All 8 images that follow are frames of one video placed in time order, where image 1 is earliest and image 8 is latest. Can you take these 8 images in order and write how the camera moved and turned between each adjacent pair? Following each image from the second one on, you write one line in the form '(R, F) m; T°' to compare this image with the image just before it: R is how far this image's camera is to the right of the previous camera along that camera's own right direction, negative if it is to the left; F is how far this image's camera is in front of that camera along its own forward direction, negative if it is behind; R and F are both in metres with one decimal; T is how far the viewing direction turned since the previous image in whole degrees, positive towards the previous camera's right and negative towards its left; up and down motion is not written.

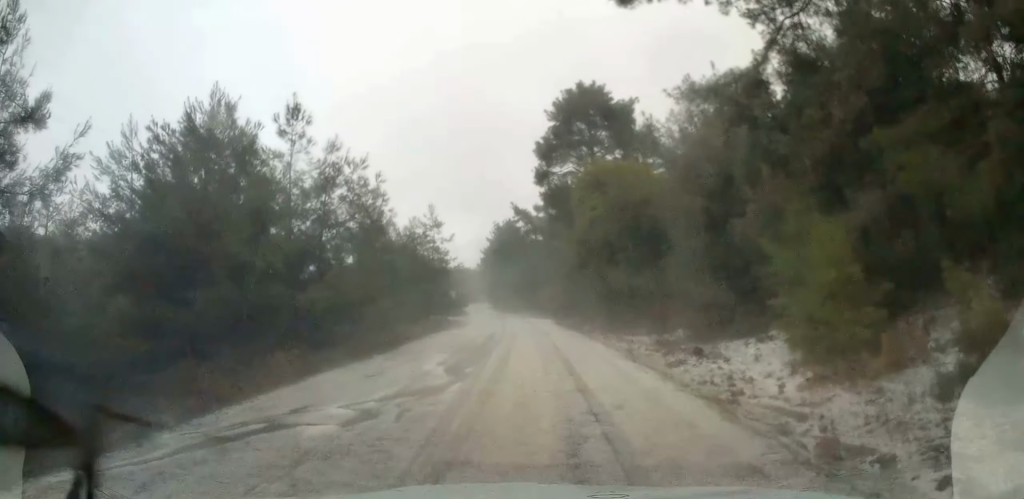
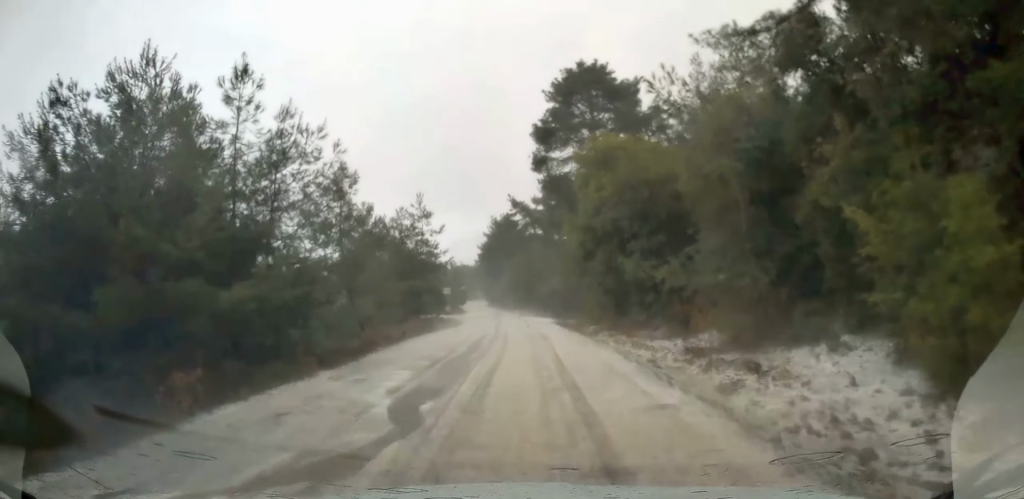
(-0.2, +4.1) m; -1°
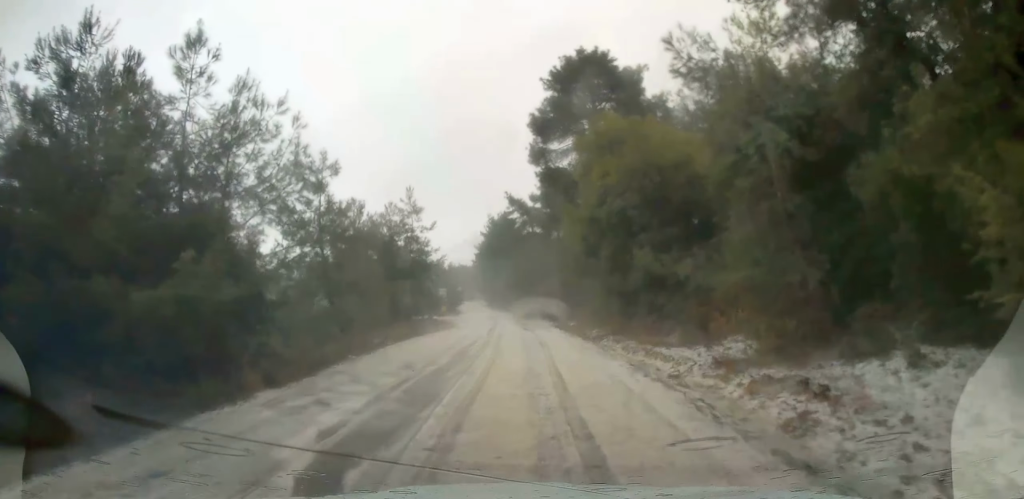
(+0.1, +2.9) m; +3°
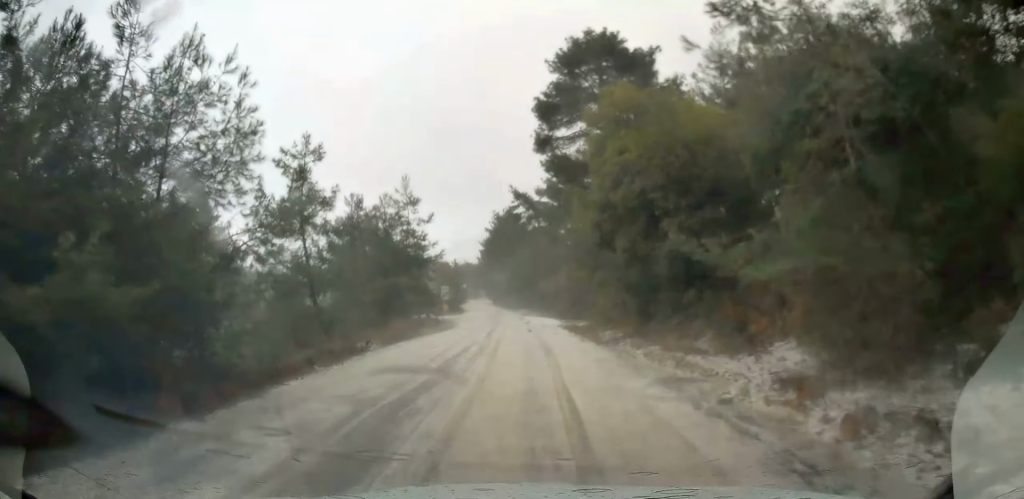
(+0.1, +3.2) m; 0°
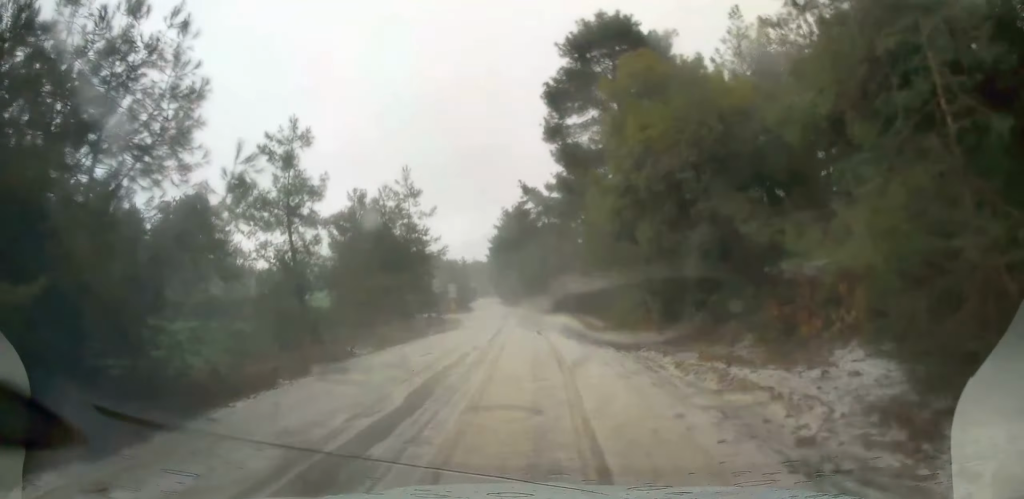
(0.0, +2.7) m; -2°
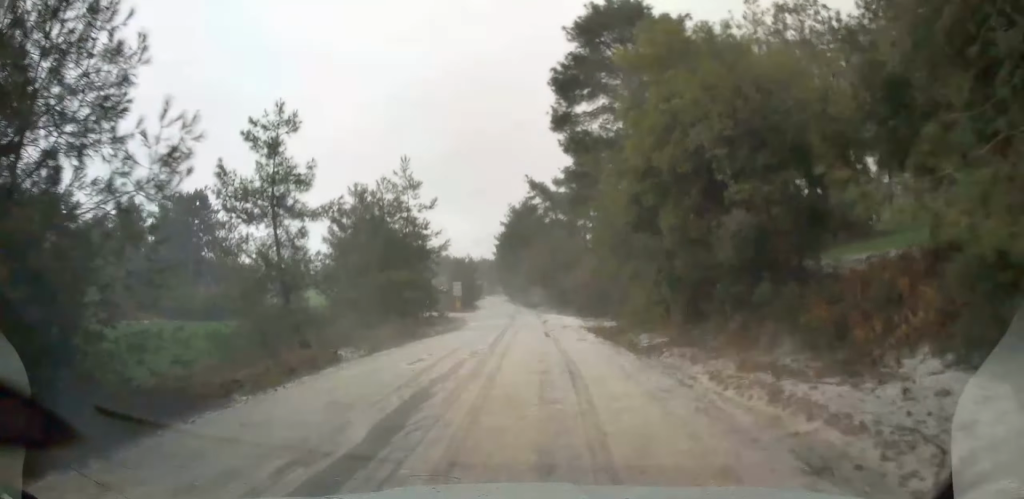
(-0.1, +2.3) m; -3°
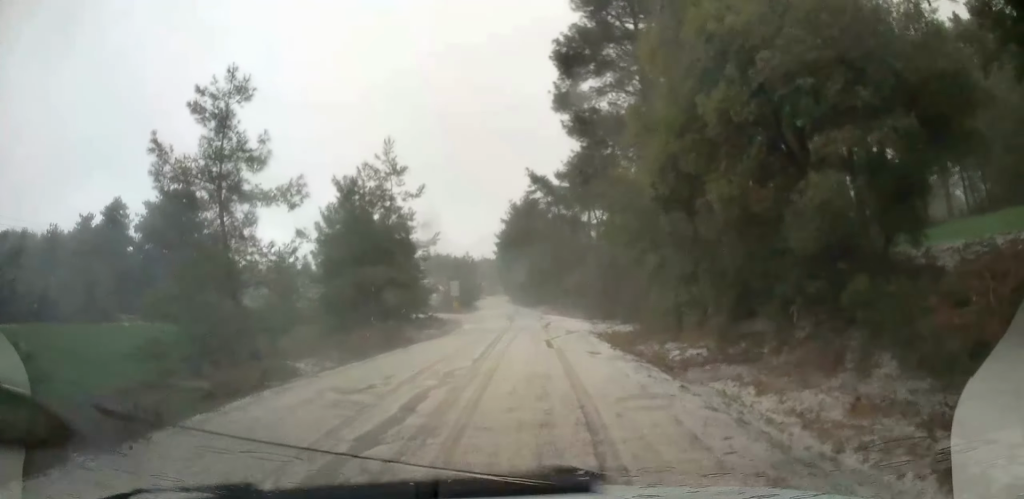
(-0.2, +4.1) m; -3°
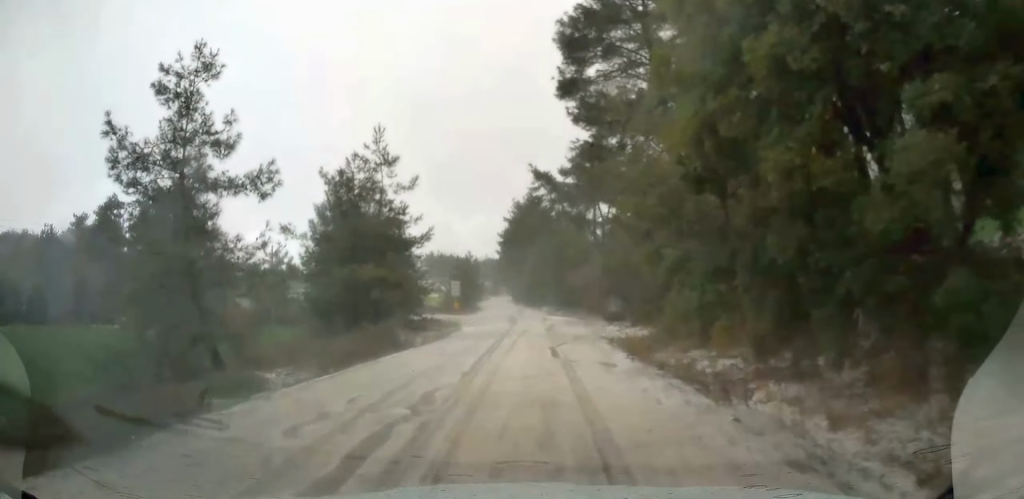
(0.0, +2.3) m; 0°
